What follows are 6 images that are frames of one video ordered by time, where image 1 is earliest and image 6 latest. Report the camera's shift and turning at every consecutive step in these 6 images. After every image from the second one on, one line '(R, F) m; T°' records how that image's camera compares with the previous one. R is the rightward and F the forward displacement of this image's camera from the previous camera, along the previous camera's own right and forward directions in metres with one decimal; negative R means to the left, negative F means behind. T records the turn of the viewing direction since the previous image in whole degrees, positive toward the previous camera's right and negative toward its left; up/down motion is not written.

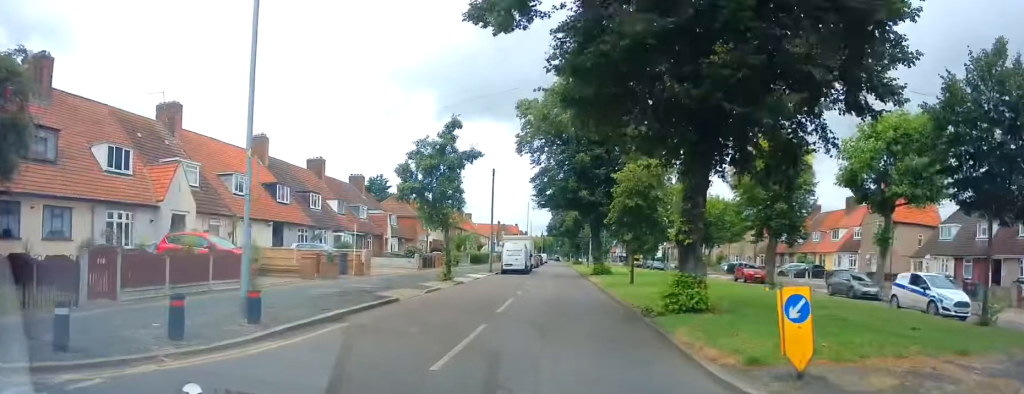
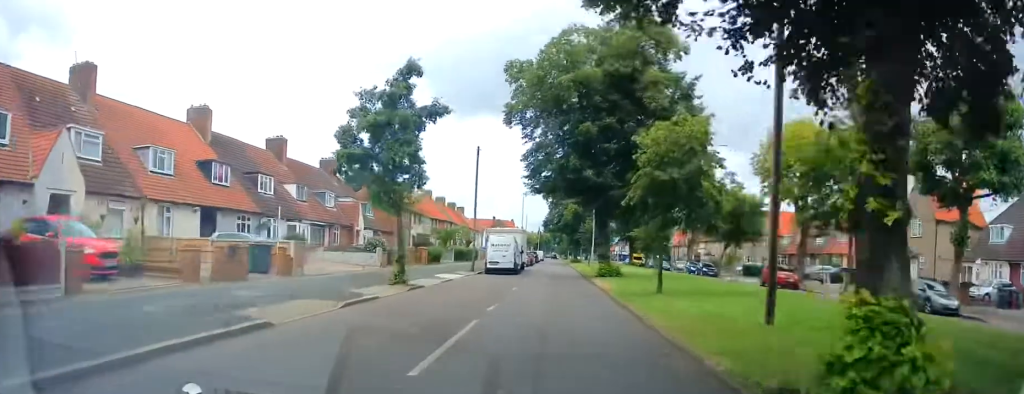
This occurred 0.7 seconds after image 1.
(-0.2, +7.6) m; 0°
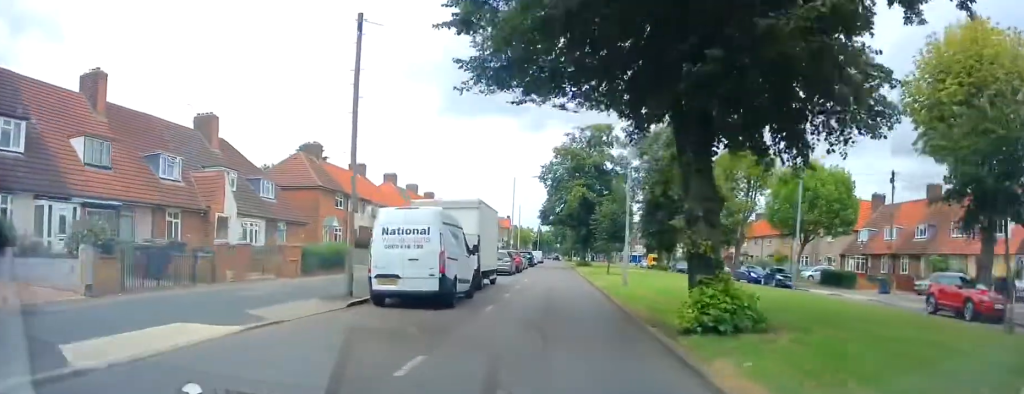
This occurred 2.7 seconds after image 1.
(+0.6, +21.5) m; 0°
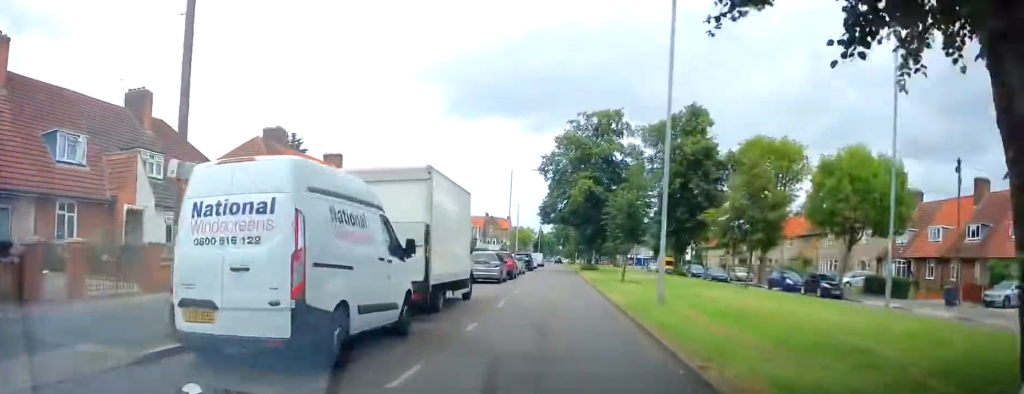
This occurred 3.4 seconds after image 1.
(-0.2, +7.5) m; 0°
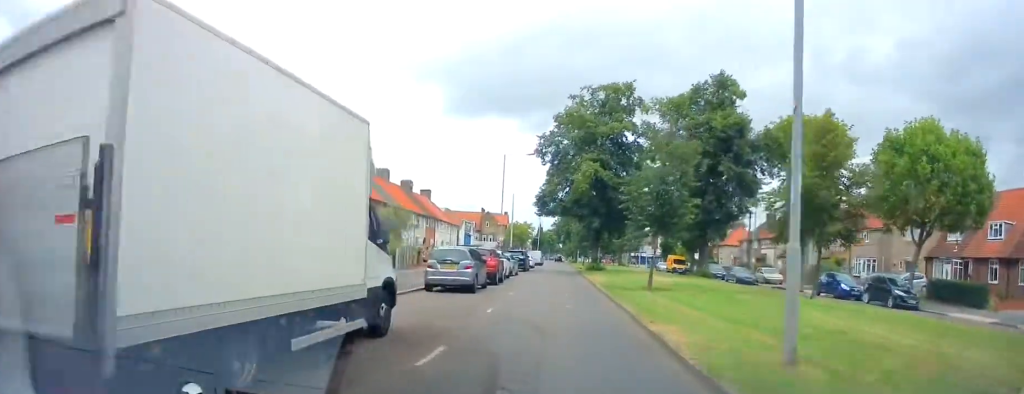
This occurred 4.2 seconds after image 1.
(-0.1, +8.5) m; 0°
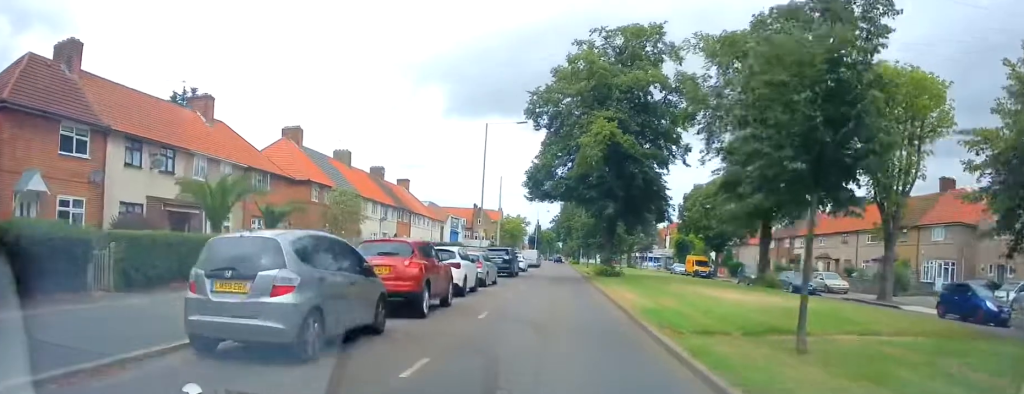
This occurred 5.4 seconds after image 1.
(0.0, +13.2) m; 0°
